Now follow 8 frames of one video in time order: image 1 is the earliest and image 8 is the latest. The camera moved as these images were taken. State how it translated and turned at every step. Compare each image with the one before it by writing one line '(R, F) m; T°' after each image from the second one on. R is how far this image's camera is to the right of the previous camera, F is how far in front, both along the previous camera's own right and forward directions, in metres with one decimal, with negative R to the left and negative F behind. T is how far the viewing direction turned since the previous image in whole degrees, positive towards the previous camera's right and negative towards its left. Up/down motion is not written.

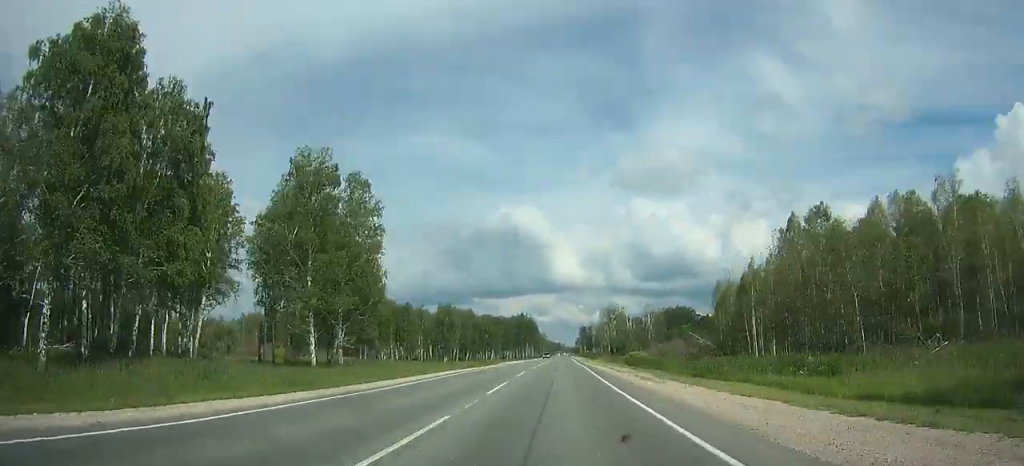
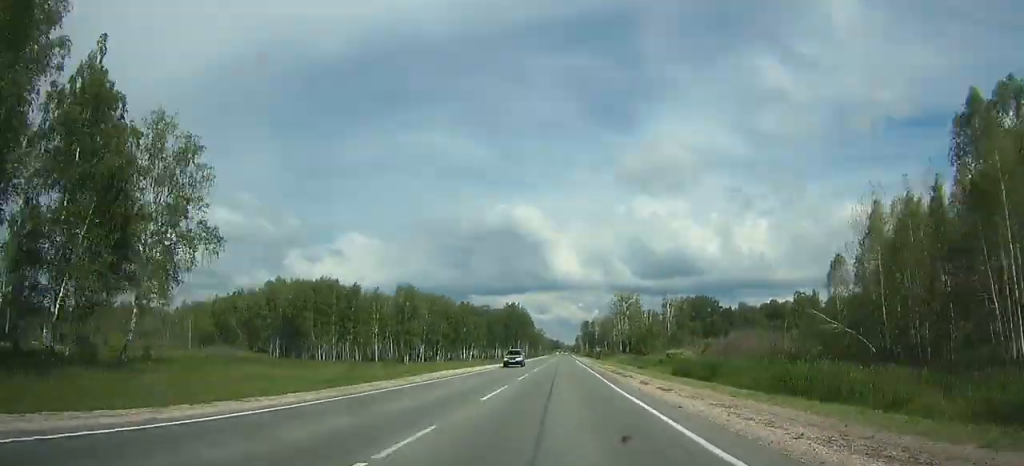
(+0.1, +49.4) m; 0°
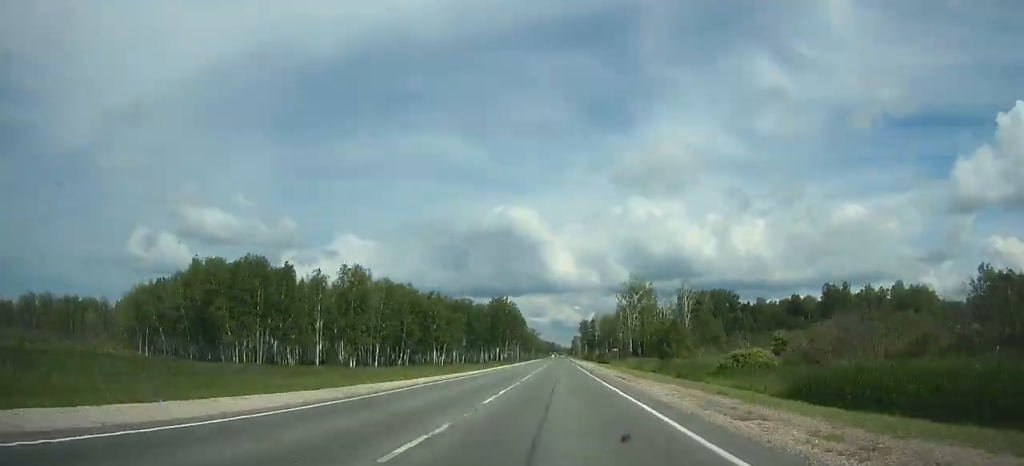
(+0.2, +37.2) m; 0°
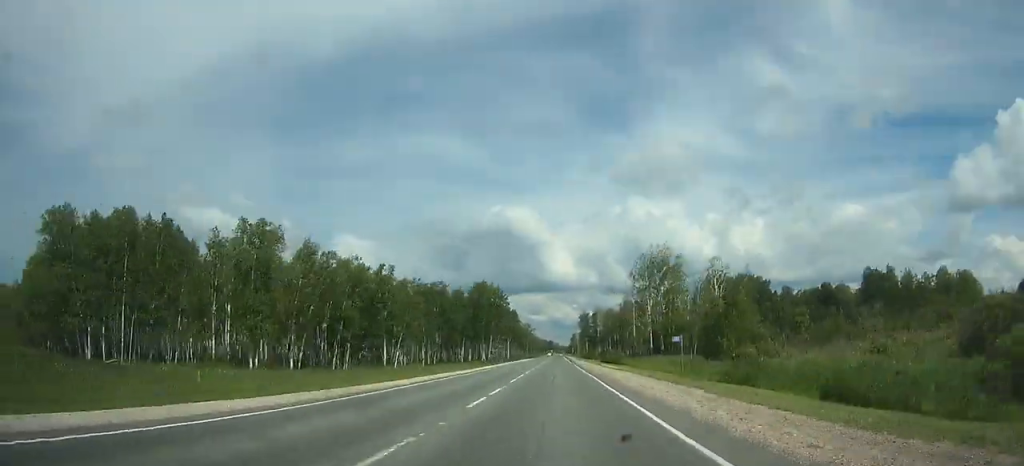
(+0.1, +37.0) m; 0°
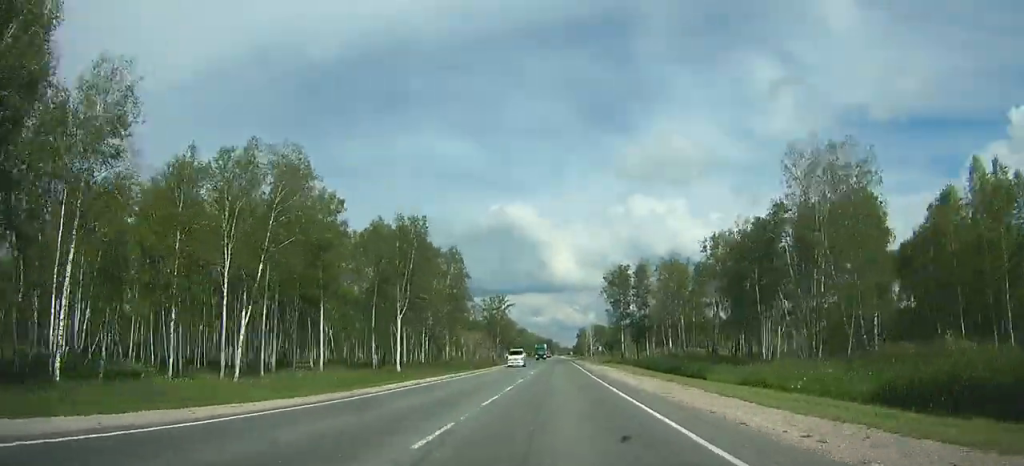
(-0.1, +150.0) m; 0°
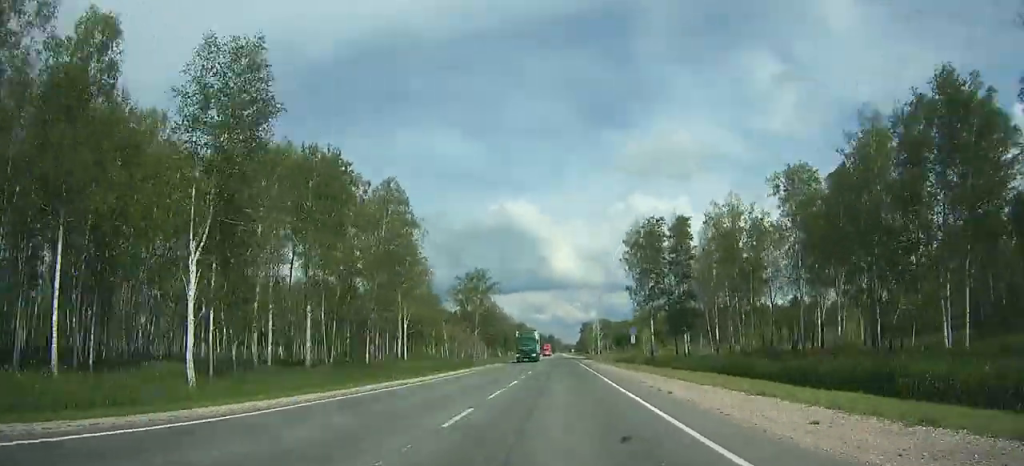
(0.0, +40.2) m; 0°
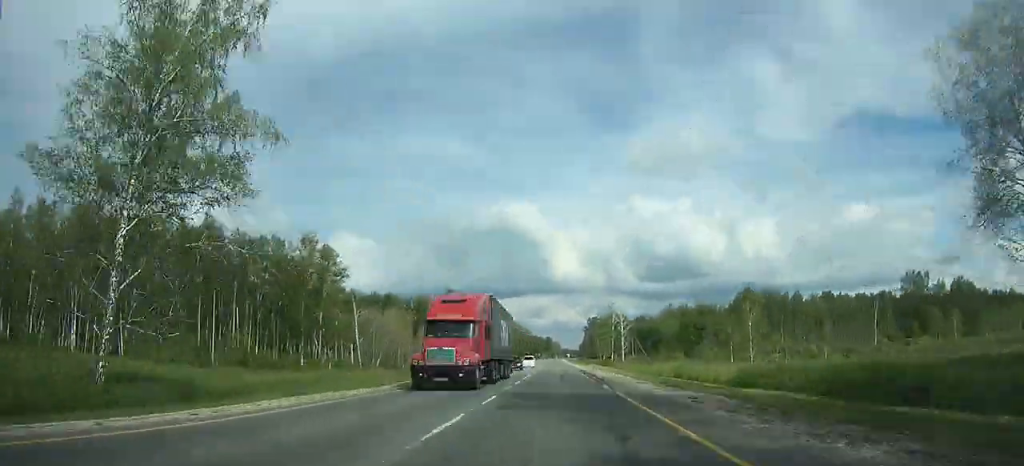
(0.0, +92.9) m; 0°
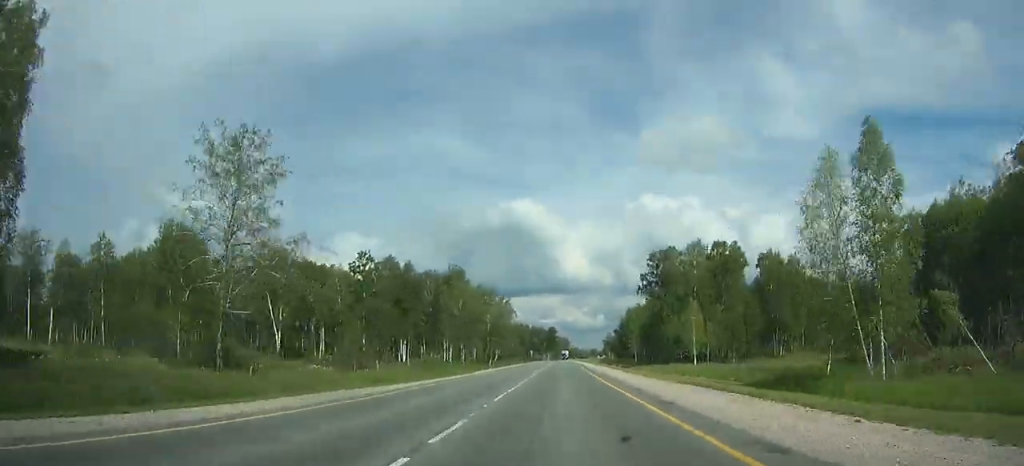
(-0.4, +179.2) m; 0°
